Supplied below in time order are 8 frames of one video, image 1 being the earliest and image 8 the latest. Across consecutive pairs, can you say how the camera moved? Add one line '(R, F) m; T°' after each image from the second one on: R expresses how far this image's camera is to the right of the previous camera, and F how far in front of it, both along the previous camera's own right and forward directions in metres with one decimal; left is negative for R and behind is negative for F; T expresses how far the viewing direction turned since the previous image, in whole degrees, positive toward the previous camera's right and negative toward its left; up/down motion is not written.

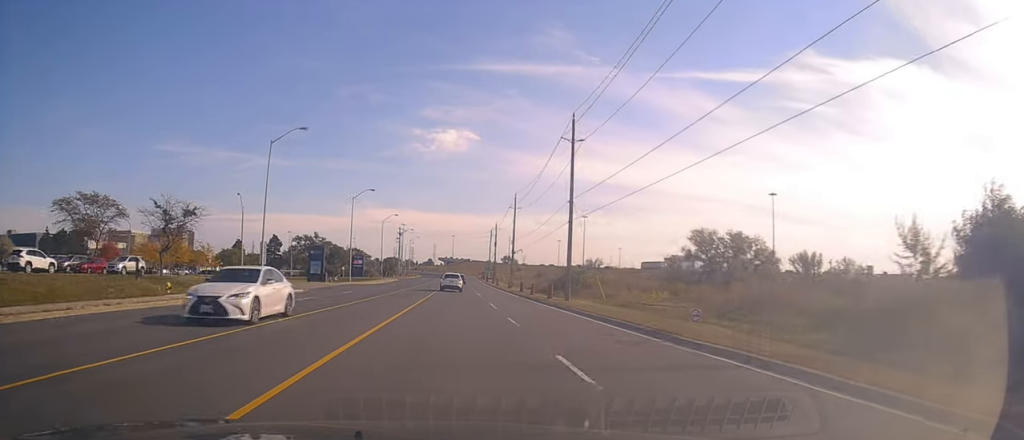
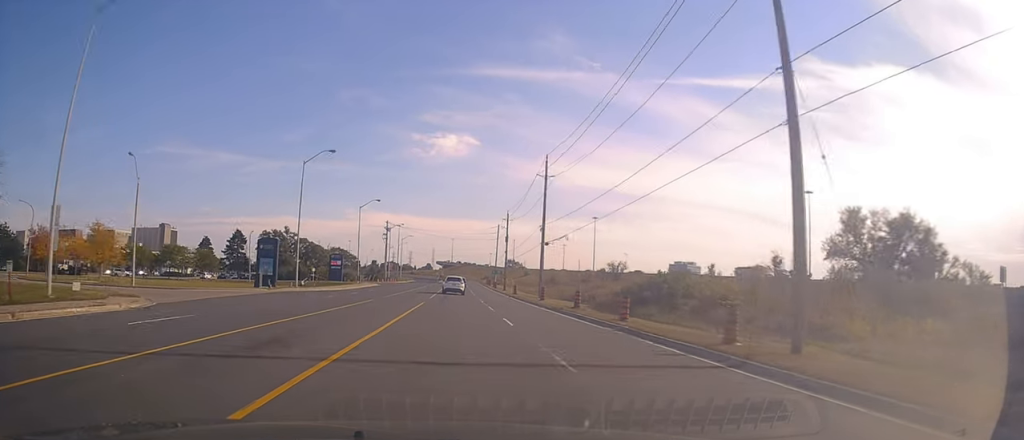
(-0.2, +26.6) m; -1°
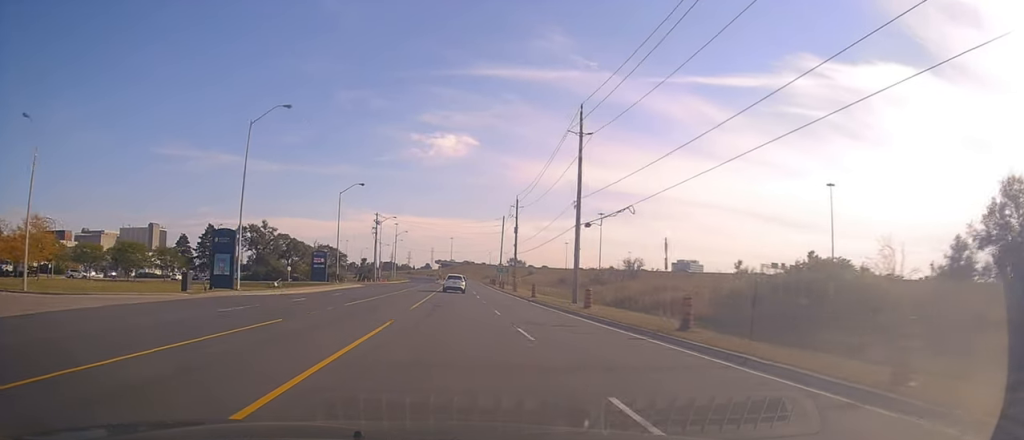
(0.0, +14.9) m; 0°
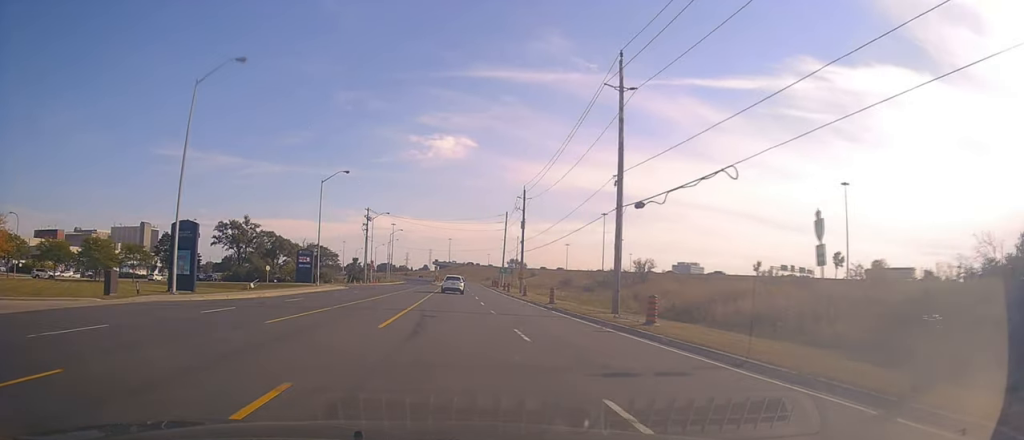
(+0.1, +9.4) m; +1°
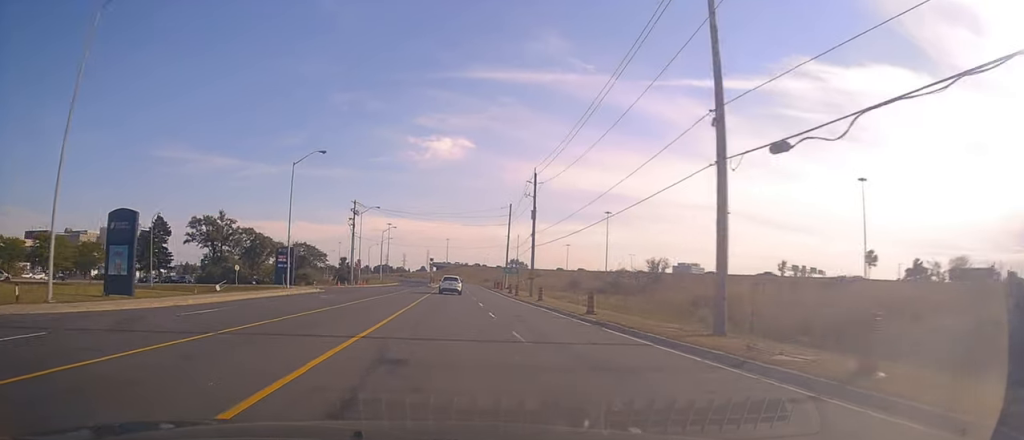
(0.0, +10.7) m; 0°
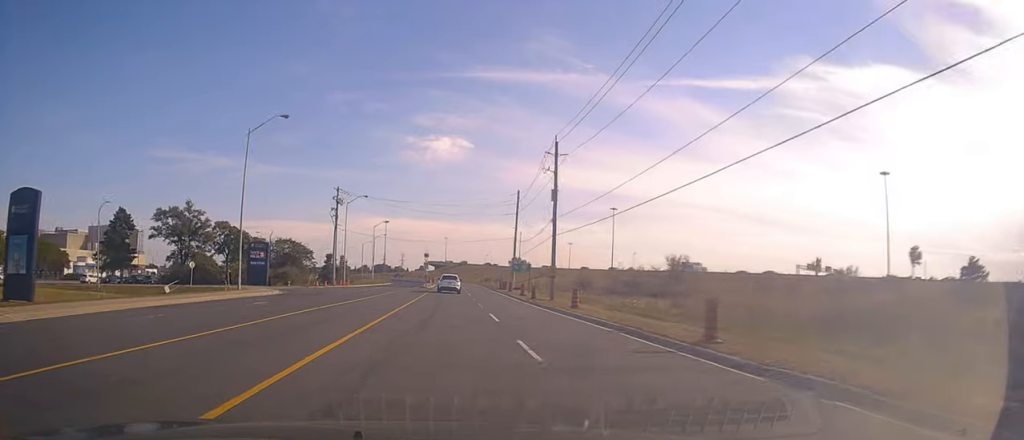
(0.0, +12.0) m; 0°
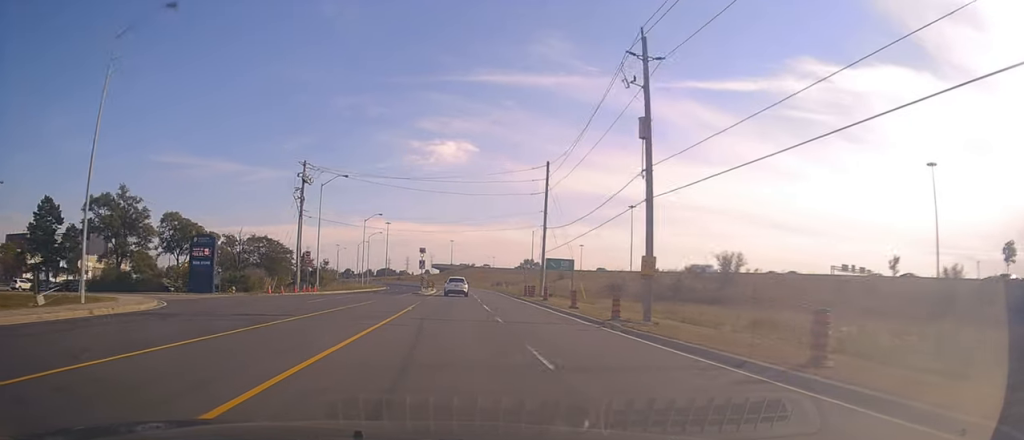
(-0.1, +20.0) m; +1°
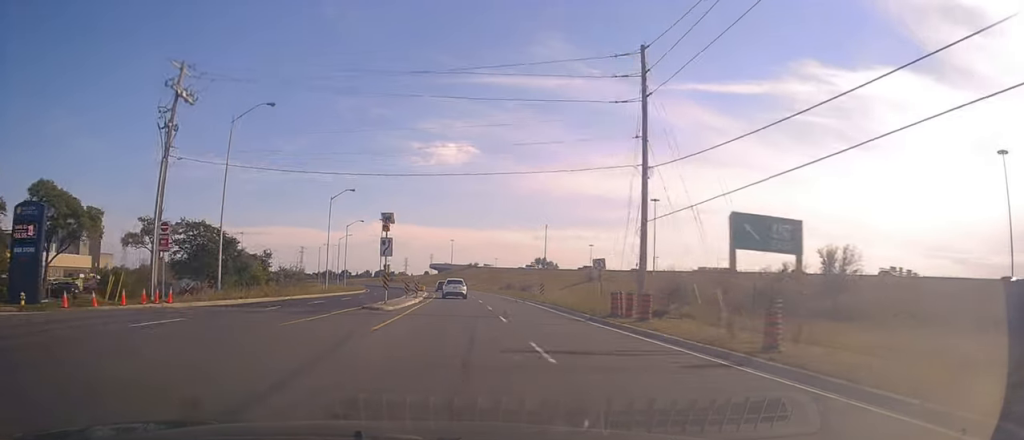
(+0.3, +28.8) m; -1°
